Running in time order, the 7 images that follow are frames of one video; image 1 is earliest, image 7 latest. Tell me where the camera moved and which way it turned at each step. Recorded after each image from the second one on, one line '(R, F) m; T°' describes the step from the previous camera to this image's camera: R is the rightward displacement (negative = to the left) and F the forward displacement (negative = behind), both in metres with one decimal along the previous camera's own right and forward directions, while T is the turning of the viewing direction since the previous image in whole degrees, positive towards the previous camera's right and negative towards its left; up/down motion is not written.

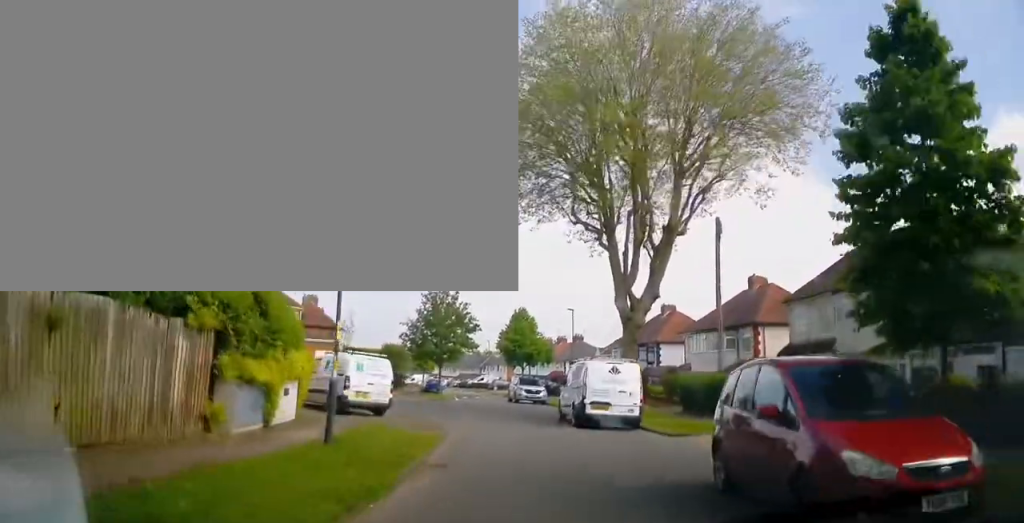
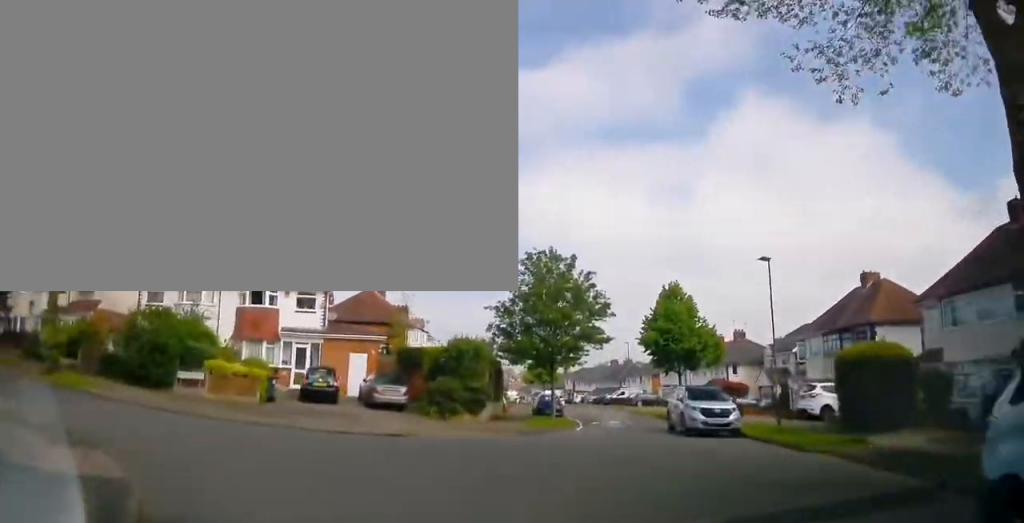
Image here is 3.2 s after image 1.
(-1.1, +18.5) m; -15°
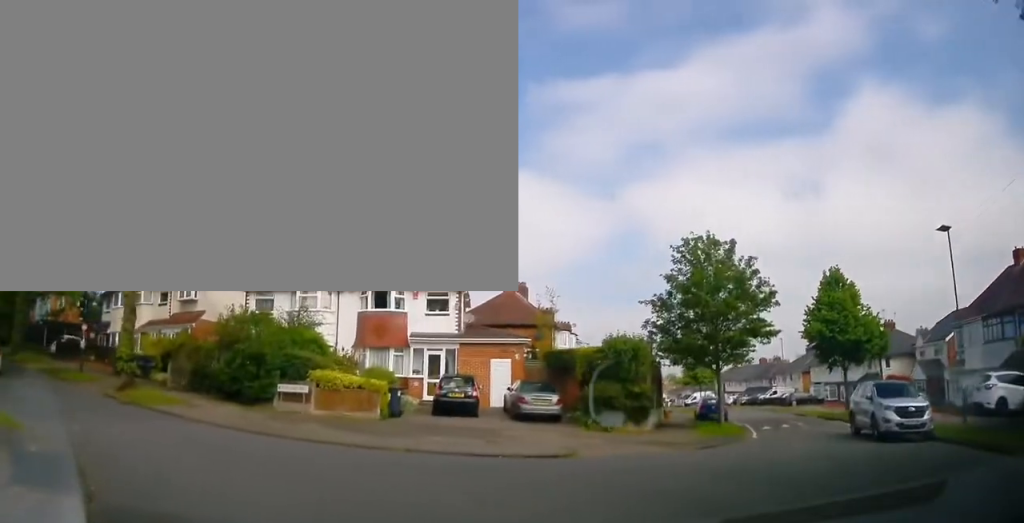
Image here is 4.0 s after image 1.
(+0.1, +3.5) m; -13°
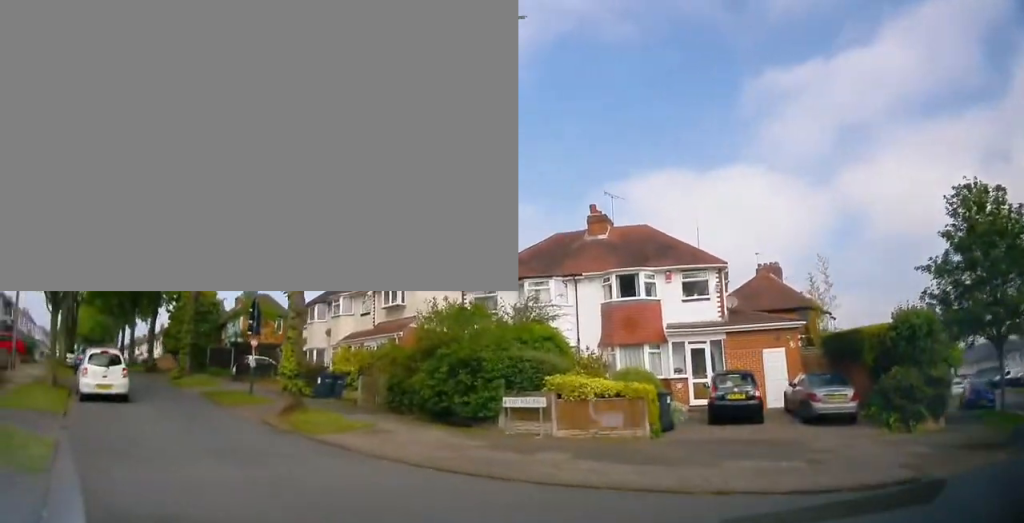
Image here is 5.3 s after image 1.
(-1.7, +3.8) m; -38°
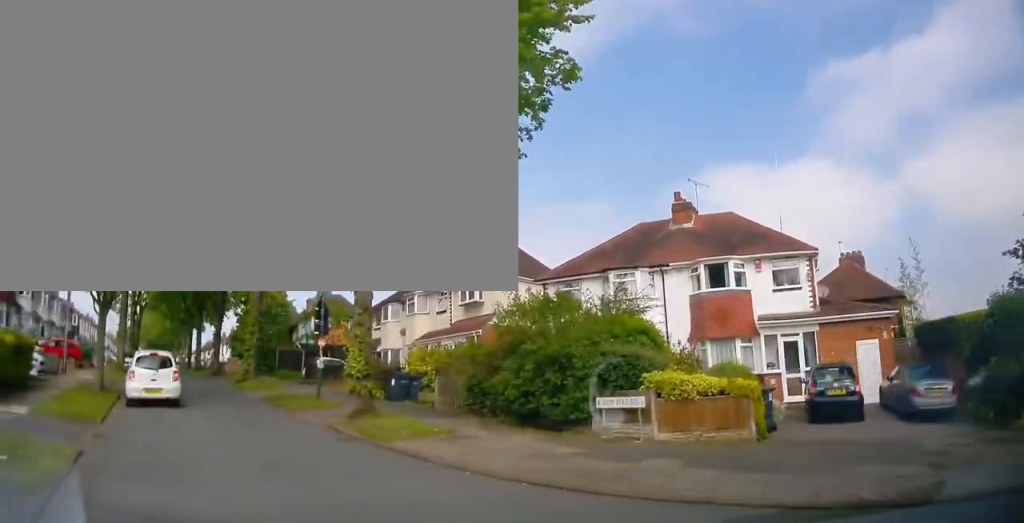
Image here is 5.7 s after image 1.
(-0.1, +1.2) m; -10°
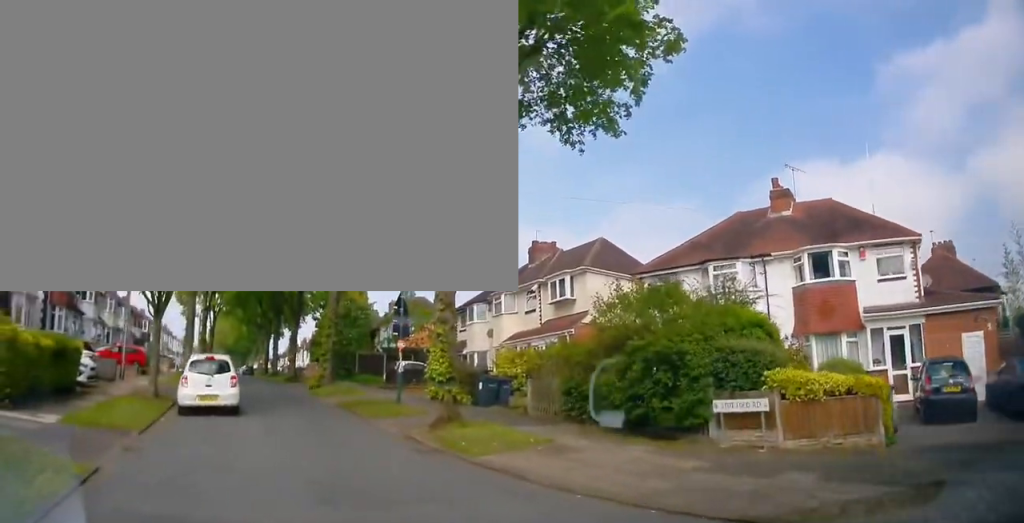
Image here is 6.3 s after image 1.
(-0.2, +1.4) m; -6°
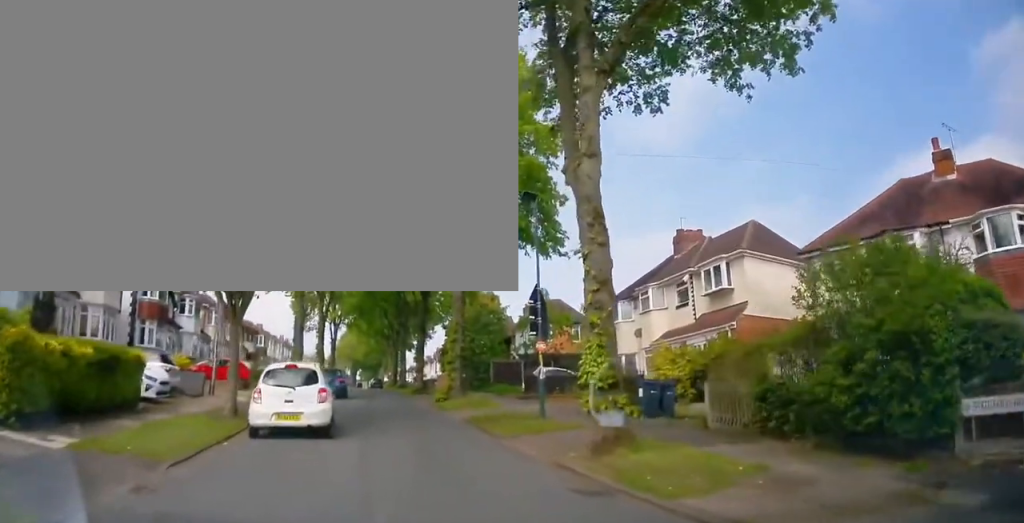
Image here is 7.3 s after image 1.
(-0.2, +3.1) m; -1°
